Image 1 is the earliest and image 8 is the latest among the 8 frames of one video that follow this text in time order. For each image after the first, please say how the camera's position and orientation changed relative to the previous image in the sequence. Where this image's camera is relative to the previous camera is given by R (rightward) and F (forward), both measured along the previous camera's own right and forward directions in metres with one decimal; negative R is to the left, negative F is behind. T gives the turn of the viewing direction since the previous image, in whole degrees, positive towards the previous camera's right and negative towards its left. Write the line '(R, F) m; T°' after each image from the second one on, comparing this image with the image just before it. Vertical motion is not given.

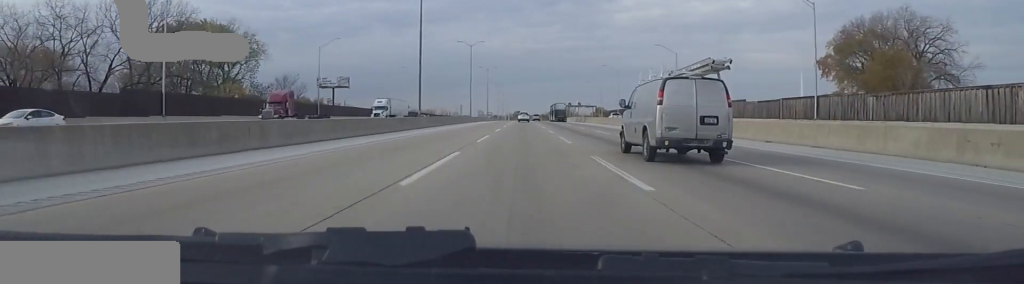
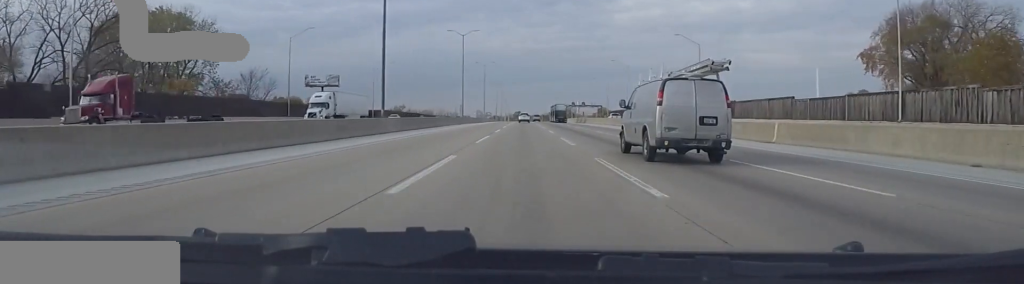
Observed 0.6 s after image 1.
(-0.1, +15.5) m; 0°
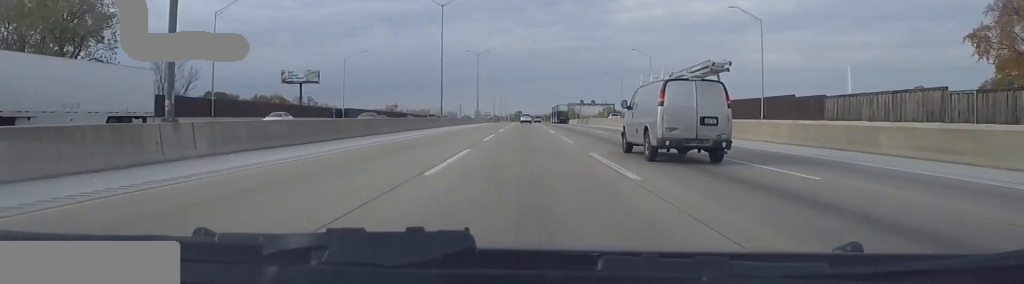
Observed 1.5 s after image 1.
(-0.1, +26.1) m; 0°
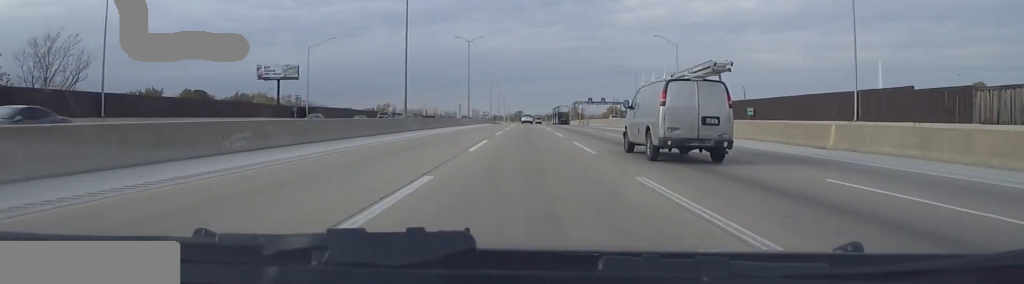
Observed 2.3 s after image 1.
(+0.2, +22.1) m; +1°
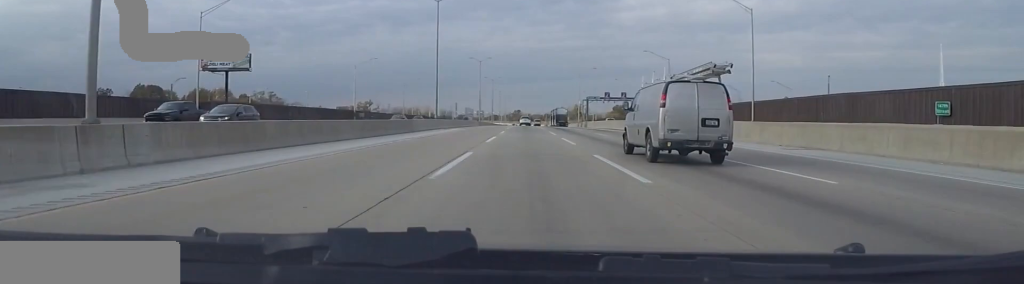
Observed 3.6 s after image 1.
(+0.1, +39.3) m; 0°
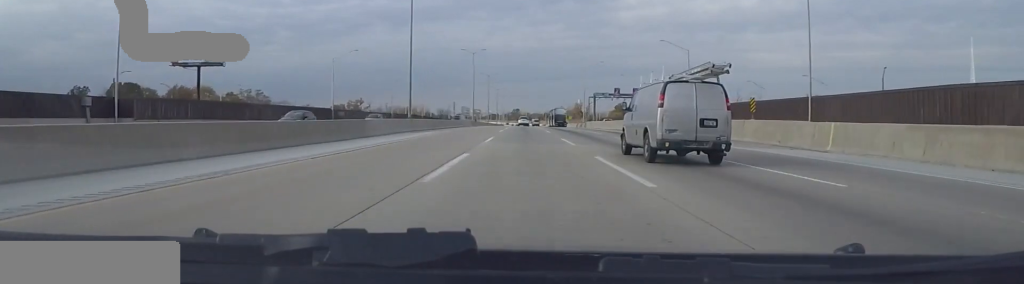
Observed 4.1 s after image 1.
(+0.1, +16.7) m; 0°
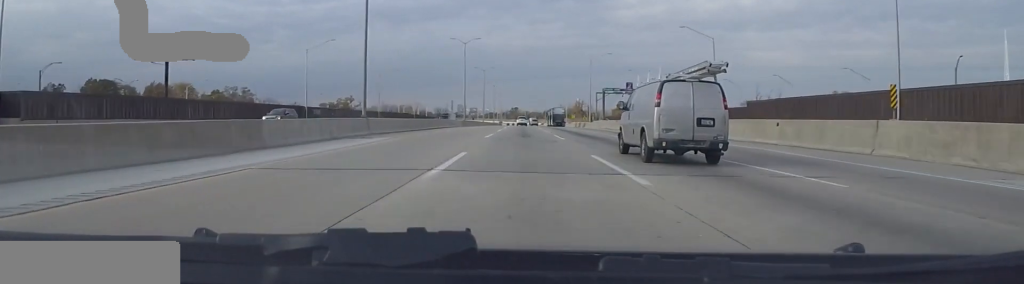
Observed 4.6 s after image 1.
(-0.1, +16.1) m; 0°
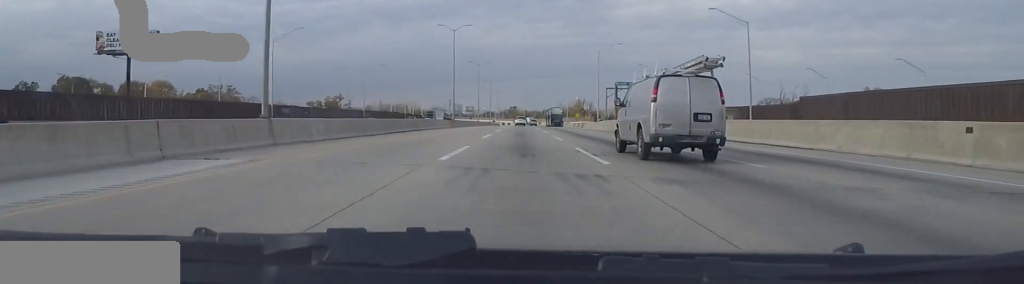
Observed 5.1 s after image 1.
(-0.1, +16.1) m; 0°
